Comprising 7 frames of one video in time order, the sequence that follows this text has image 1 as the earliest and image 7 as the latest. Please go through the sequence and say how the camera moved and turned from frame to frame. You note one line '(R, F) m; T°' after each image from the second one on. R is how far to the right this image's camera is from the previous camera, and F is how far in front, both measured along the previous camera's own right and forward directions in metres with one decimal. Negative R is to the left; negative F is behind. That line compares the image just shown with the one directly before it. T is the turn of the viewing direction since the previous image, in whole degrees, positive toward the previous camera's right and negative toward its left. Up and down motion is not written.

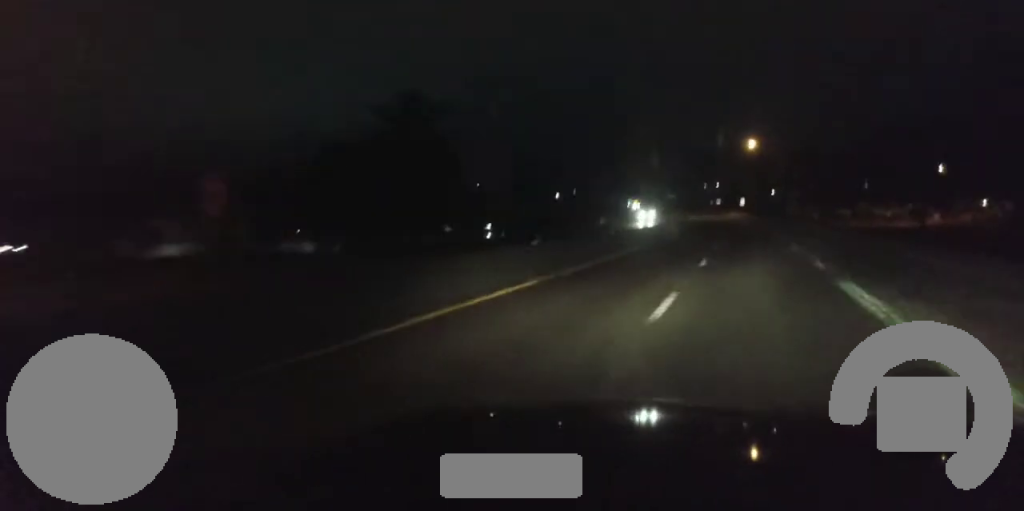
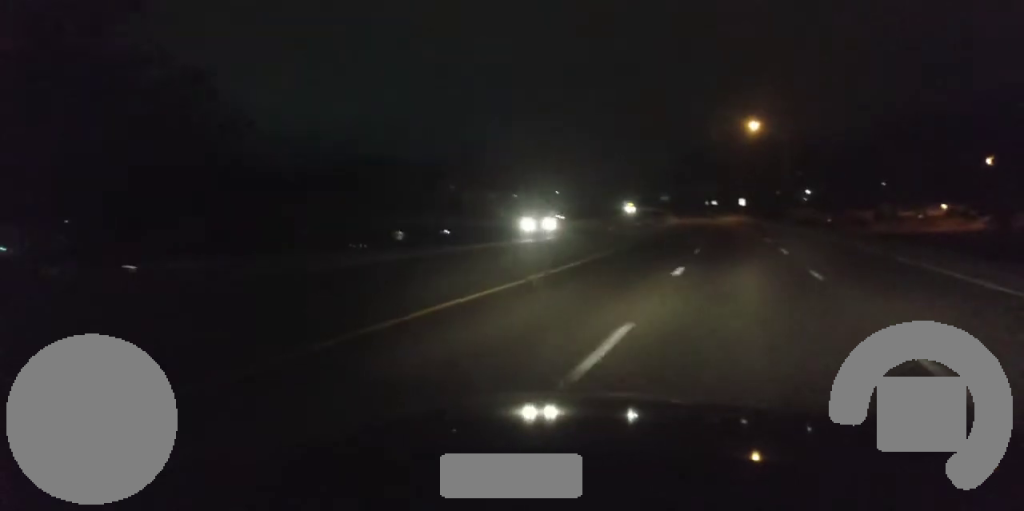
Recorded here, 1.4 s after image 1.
(-0.2, +41.4) m; -1°
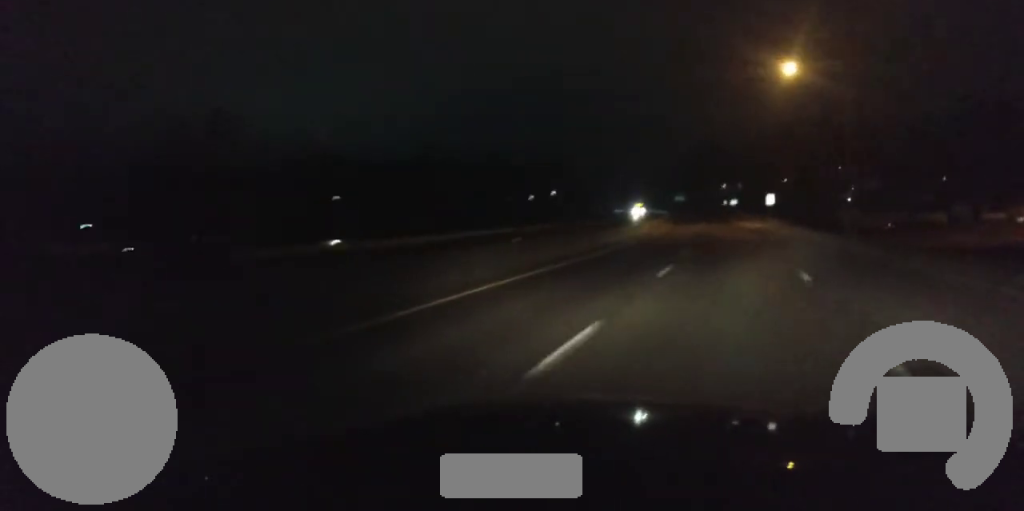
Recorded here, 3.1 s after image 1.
(-0.6, +49.4) m; -2°
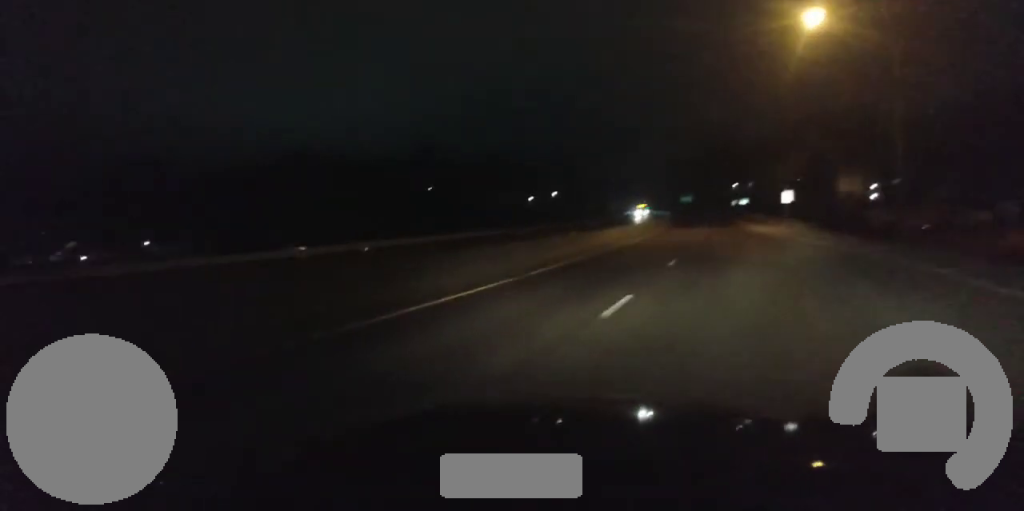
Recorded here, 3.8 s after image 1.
(-0.1, +20.7) m; -1°
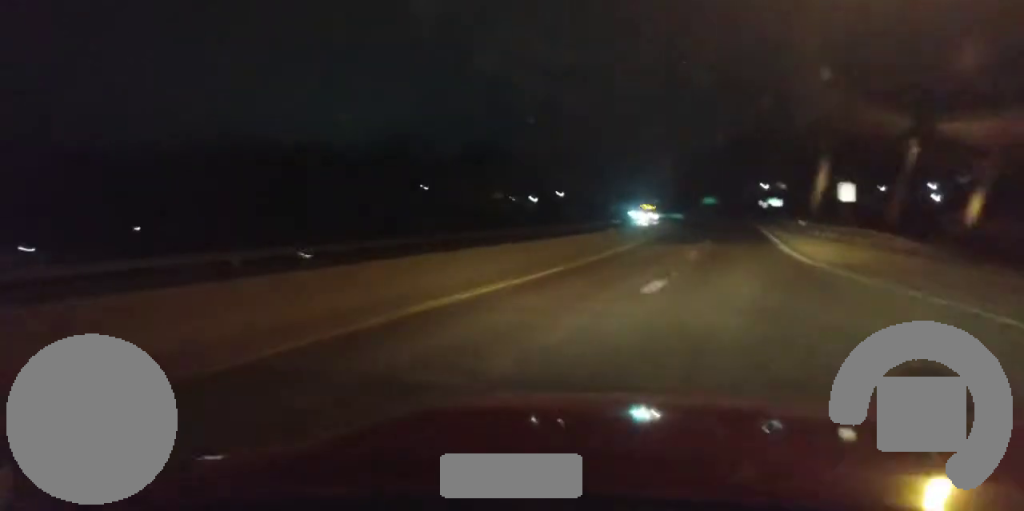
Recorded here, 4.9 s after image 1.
(-0.4, +33.4) m; -1°
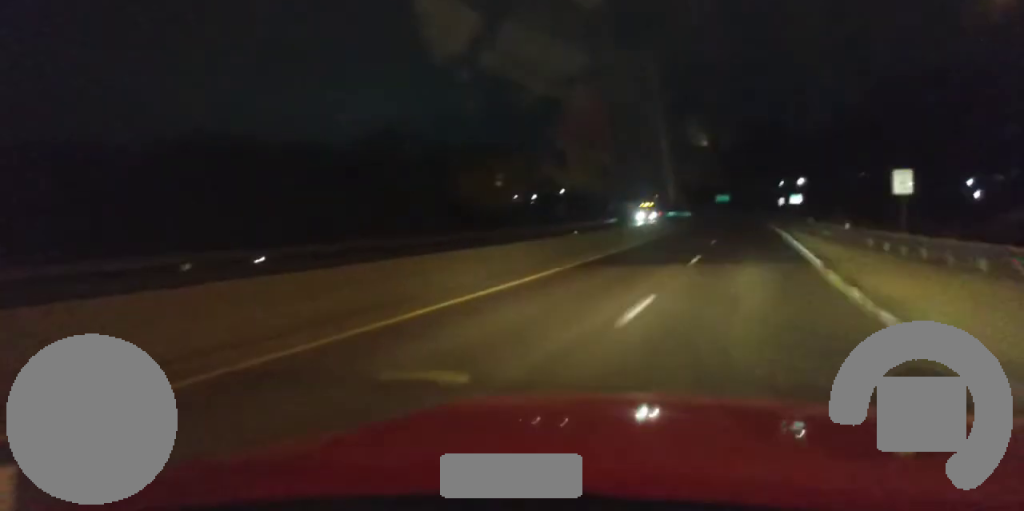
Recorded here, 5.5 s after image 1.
(-0.1, +16.6) m; -1°
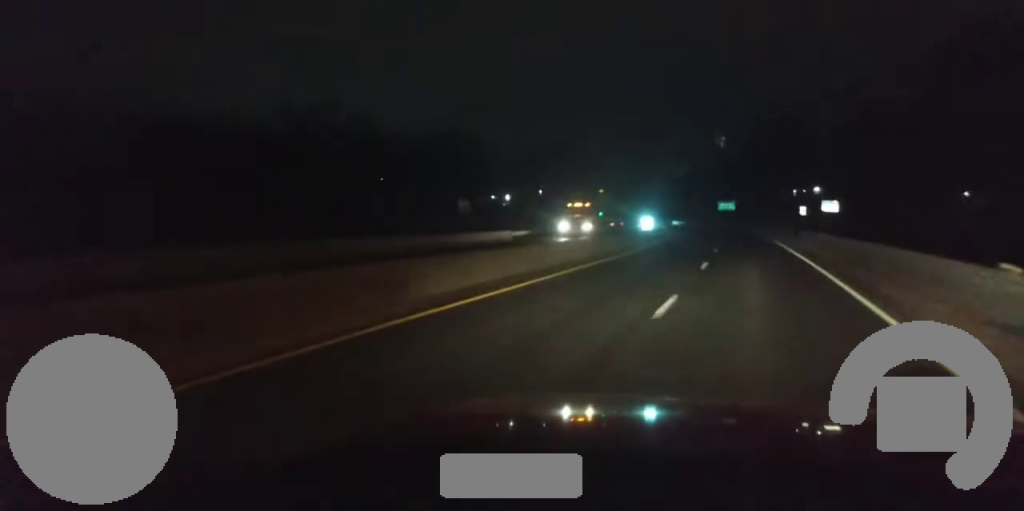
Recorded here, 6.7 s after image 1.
(-0.4, +35.9) m; -1°
